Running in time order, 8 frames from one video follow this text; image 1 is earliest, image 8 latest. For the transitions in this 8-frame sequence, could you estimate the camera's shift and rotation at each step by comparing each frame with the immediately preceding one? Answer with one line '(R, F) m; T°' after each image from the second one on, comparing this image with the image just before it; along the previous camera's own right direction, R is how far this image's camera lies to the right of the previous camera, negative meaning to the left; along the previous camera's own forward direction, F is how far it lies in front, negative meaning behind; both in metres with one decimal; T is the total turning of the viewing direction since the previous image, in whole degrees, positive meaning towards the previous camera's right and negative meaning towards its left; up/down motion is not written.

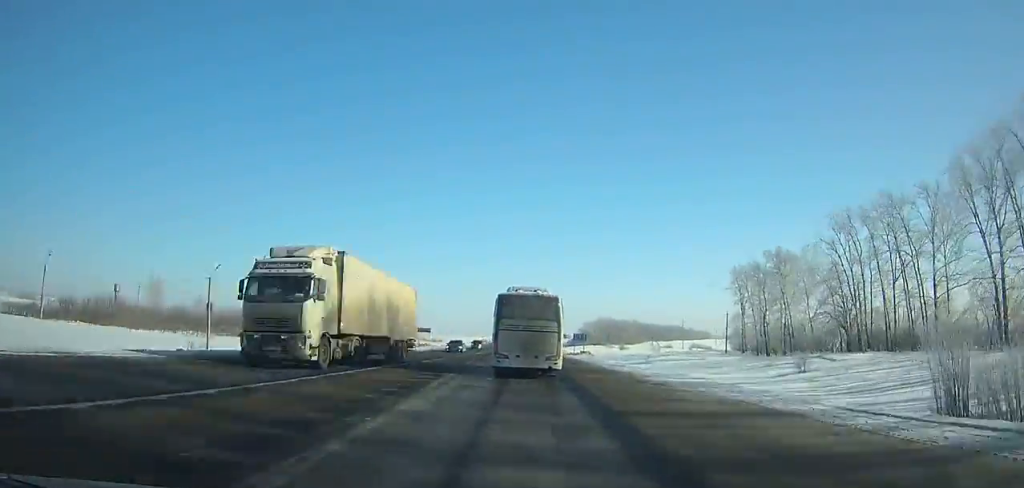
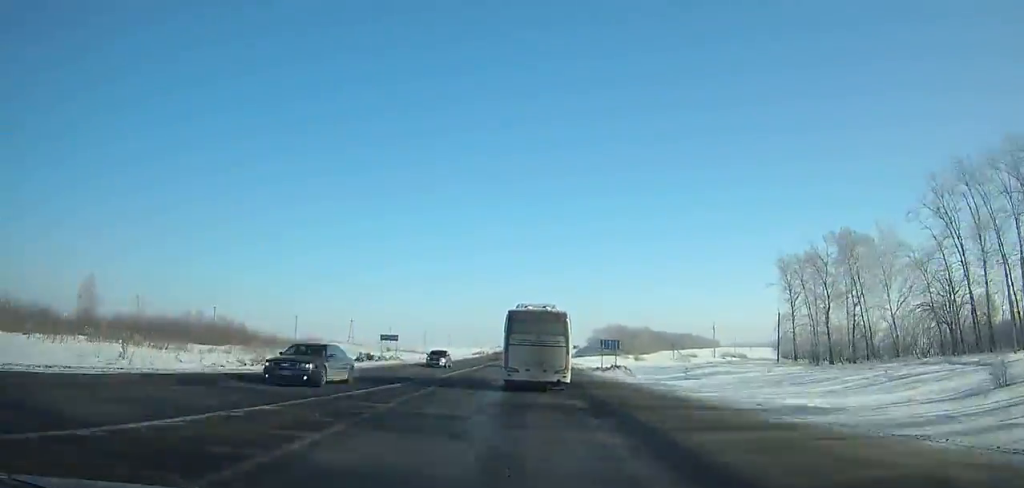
(0.0, +26.2) m; 0°
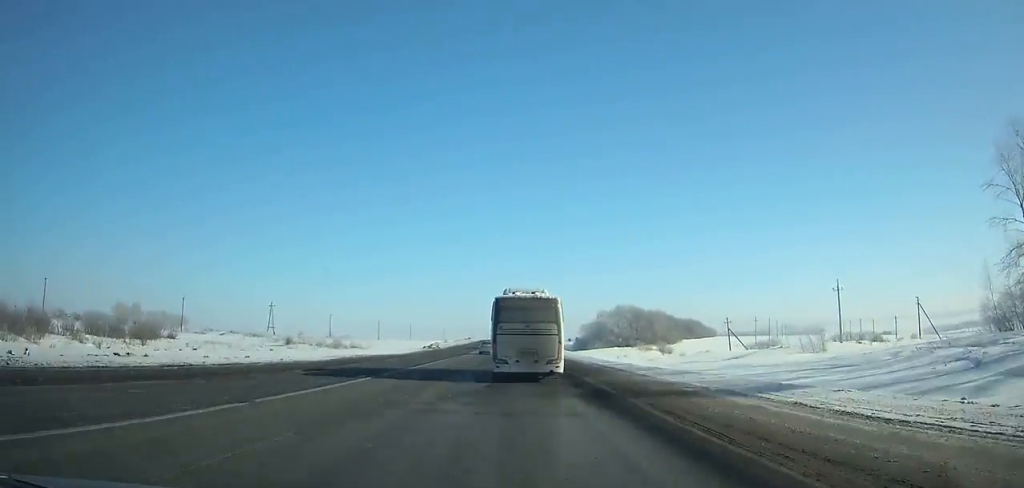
(+0.3, +62.1) m; 0°
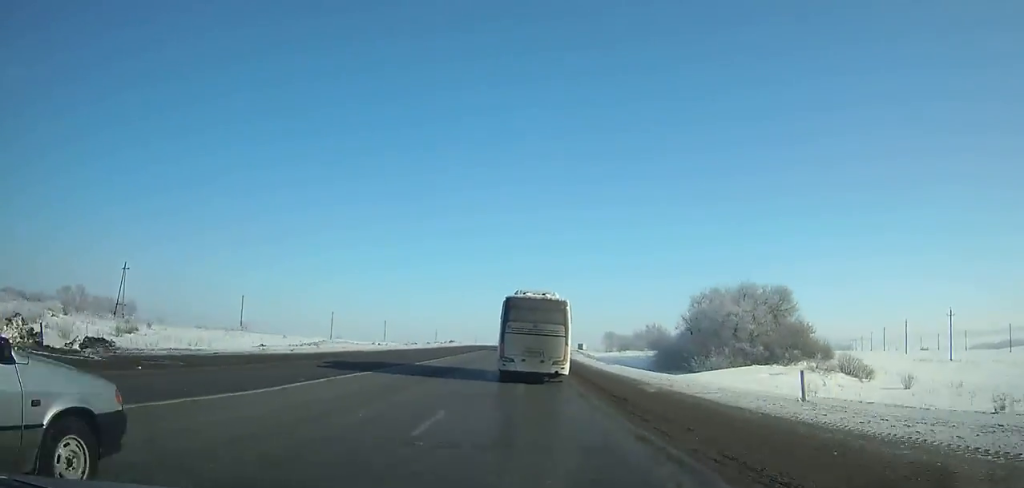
(0.0, +83.0) m; 0°
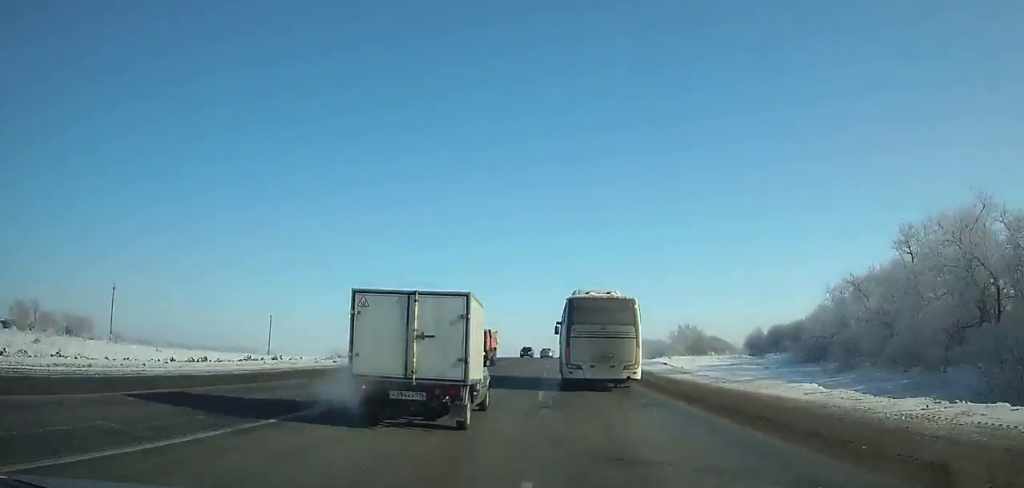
(-0.2, +55.3) m; +1°
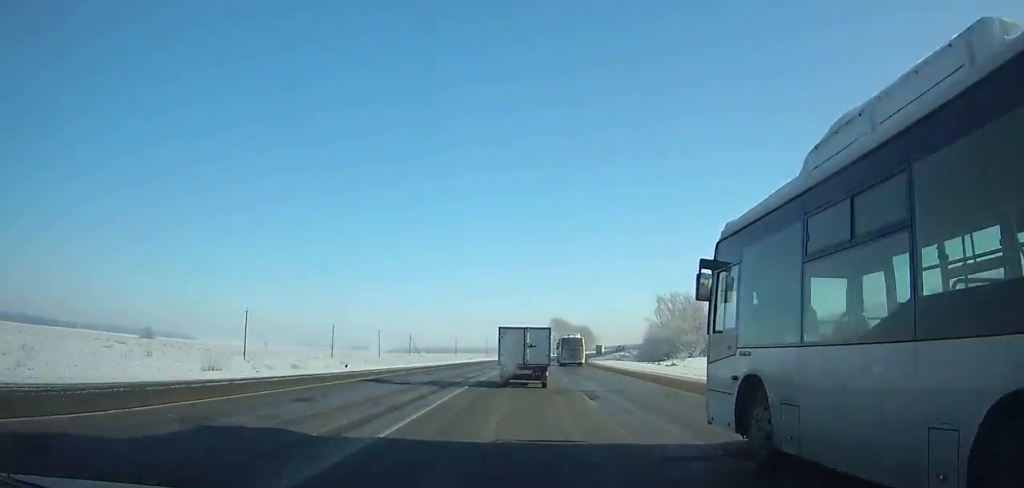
(+11.6, +155.2) m; +9°
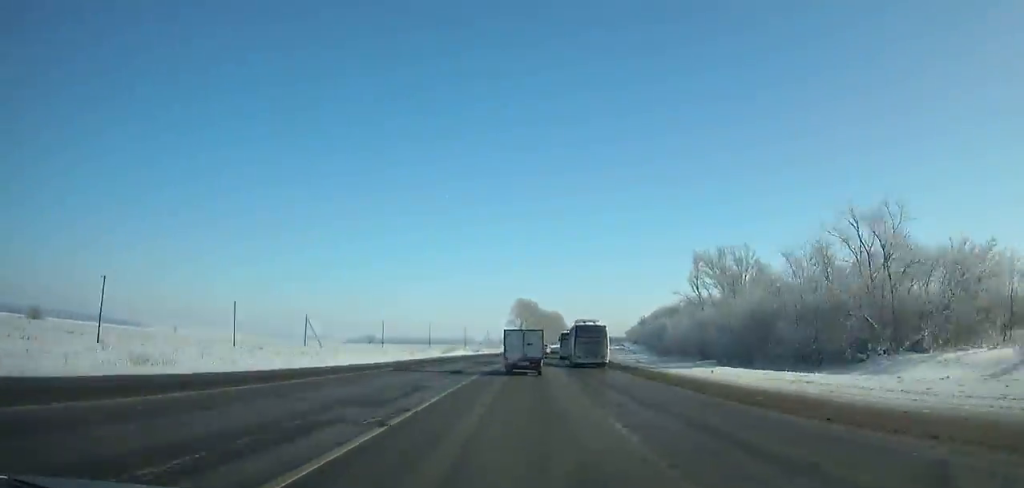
(+3.2, +78.7) m; +5°
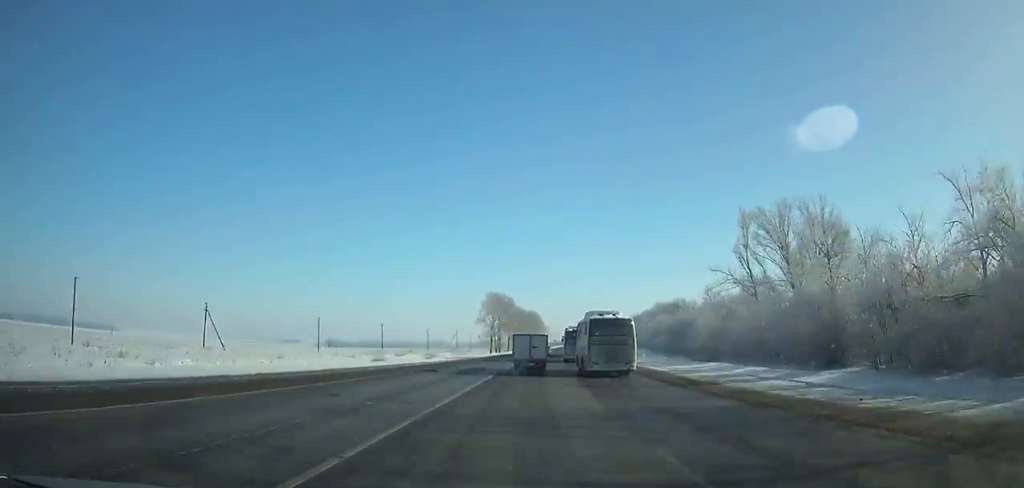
(-0.2, +40.1) m; +2°
